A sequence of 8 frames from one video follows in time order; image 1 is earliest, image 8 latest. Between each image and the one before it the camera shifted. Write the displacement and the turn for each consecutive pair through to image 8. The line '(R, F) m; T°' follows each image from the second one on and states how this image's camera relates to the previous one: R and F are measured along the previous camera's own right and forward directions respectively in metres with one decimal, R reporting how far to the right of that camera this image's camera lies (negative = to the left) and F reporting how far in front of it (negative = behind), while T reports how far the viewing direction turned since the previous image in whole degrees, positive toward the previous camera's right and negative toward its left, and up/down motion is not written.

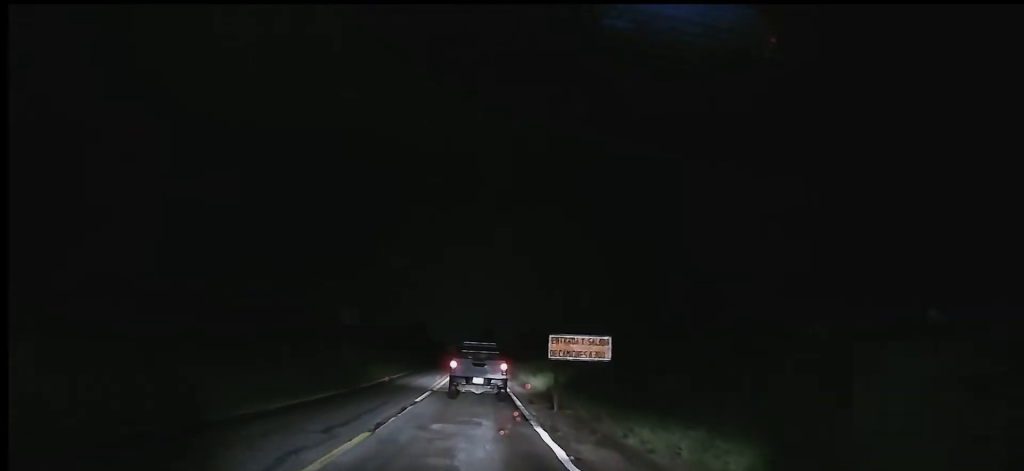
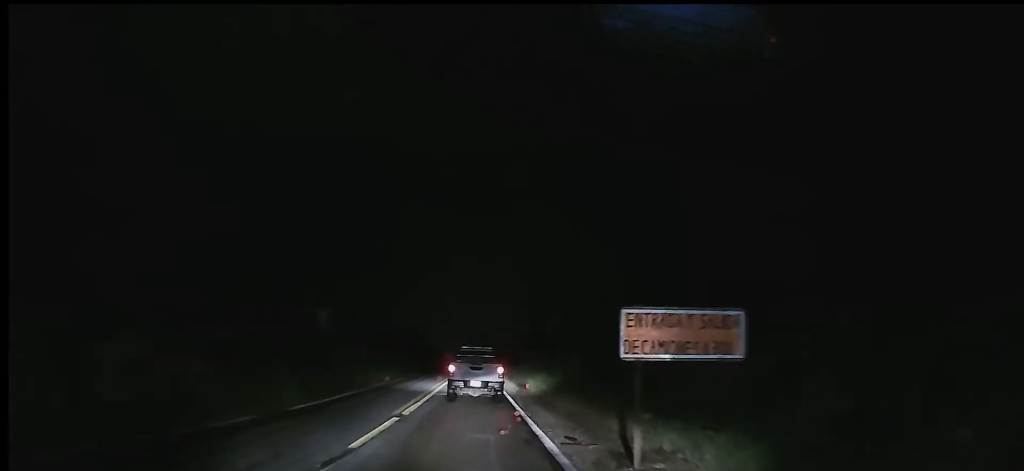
(0.0, +11.6) m; +1°
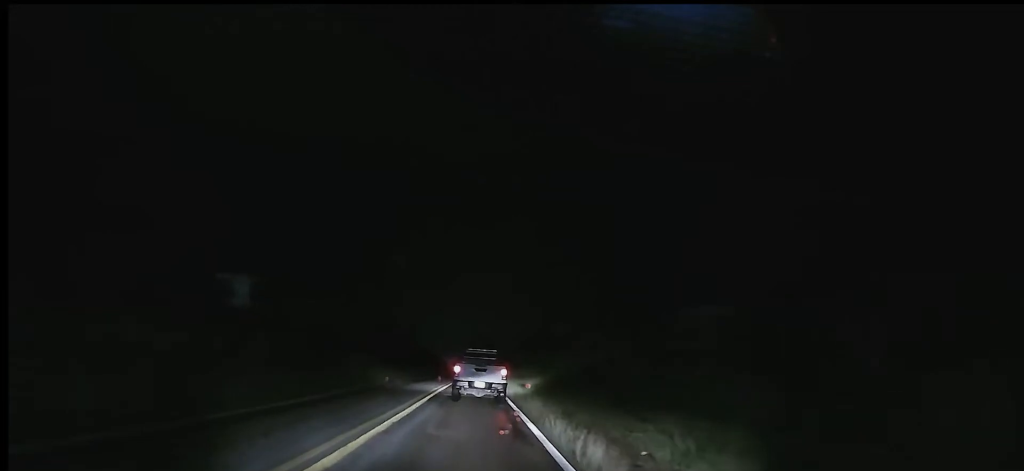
(-0.4, +25.1) m; 0°
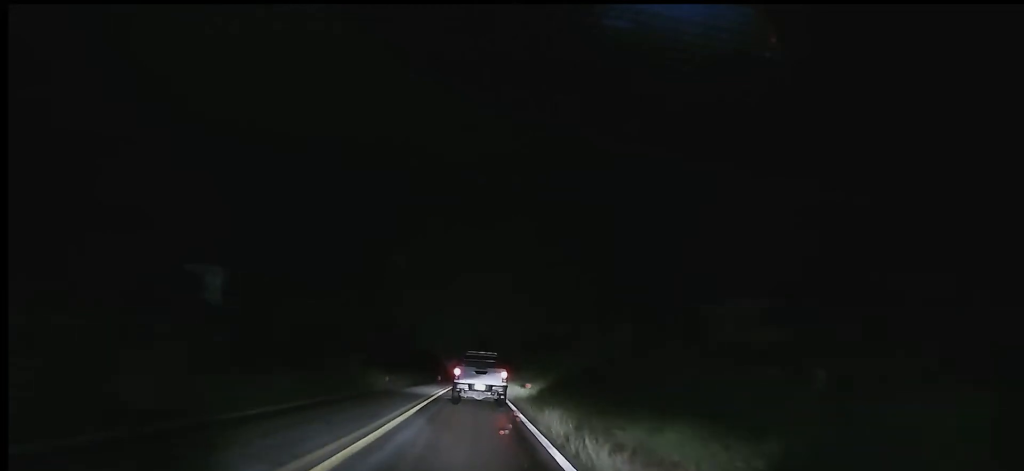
(+0.3, +4.9) m; +2°
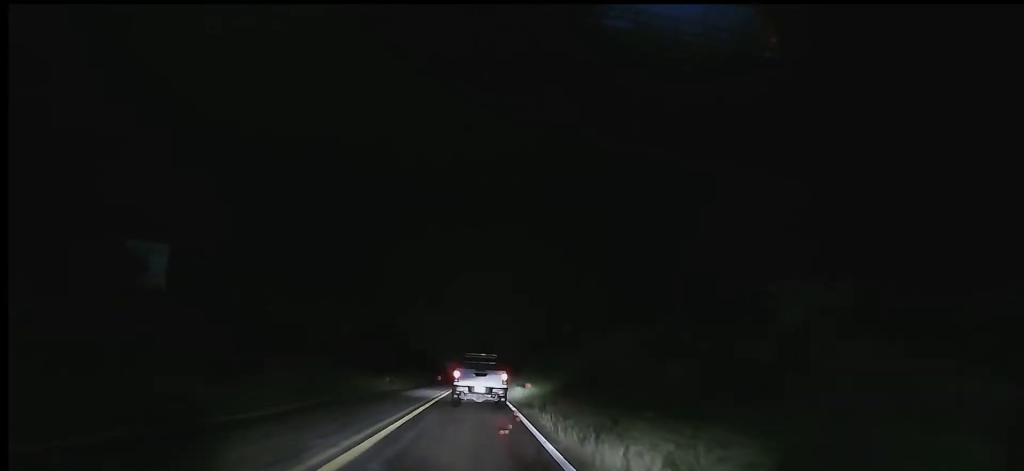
(+0.1, +7.4) m; -1°
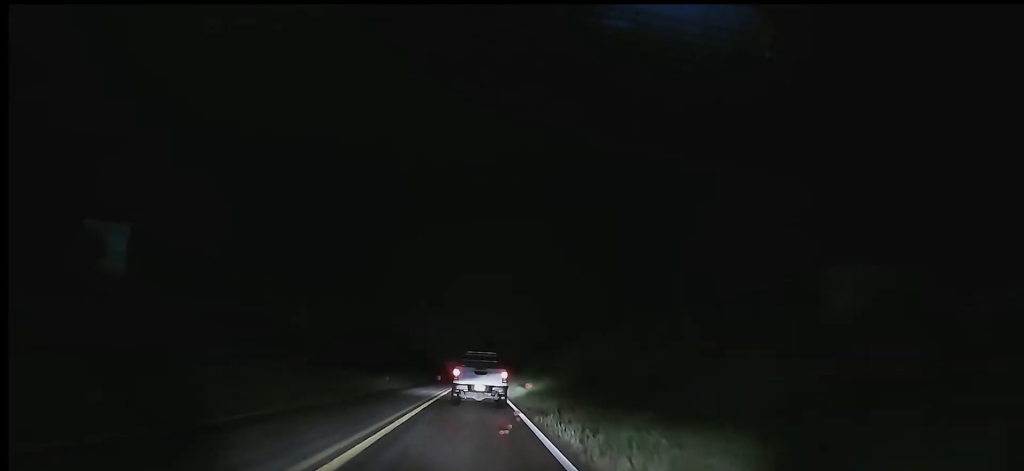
(+0.1, +4.0) m; -1°
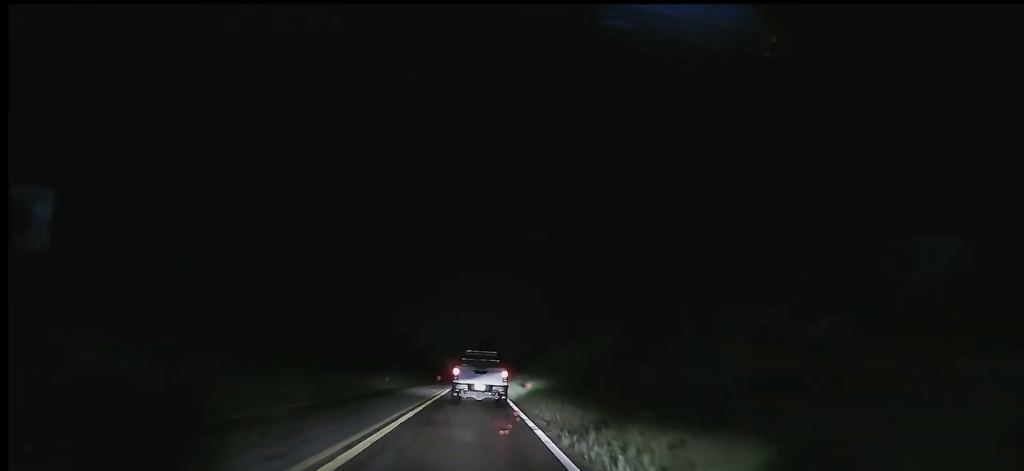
(-0.3, +5.8) m; 0°
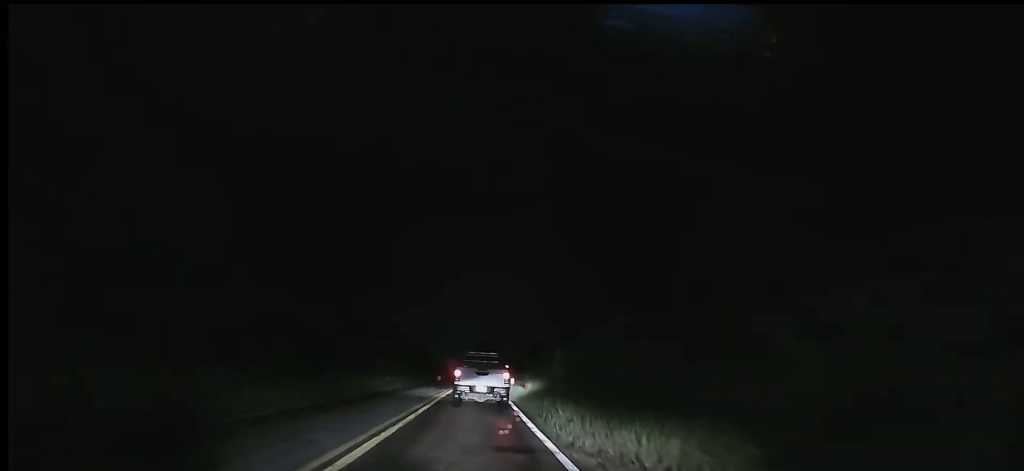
(0.0, +6.7) m; 0°
